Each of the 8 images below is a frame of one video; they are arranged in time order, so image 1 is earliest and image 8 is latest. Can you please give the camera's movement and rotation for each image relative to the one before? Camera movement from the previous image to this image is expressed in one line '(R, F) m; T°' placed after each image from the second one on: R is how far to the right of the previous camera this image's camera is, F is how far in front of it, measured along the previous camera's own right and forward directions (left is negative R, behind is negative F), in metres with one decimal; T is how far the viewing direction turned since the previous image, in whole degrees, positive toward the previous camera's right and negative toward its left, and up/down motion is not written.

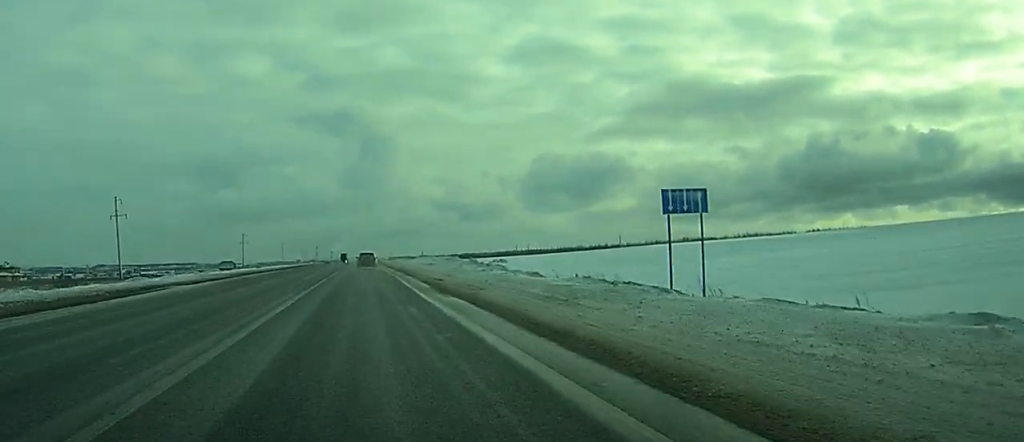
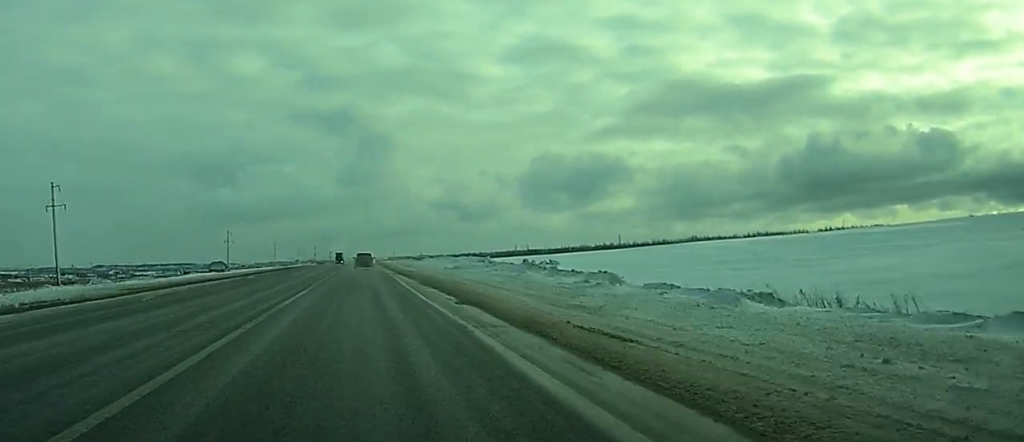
(0.0, +29.4) m; 0°
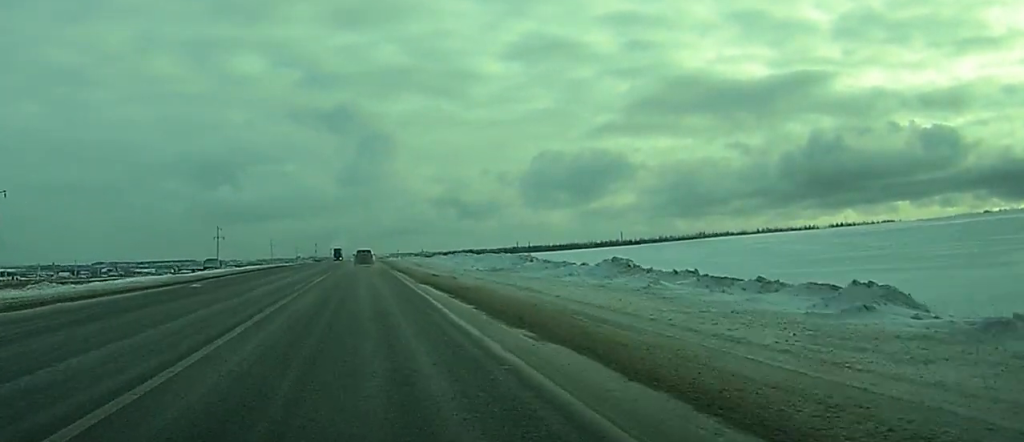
(0.0, +20.3) m; 0°
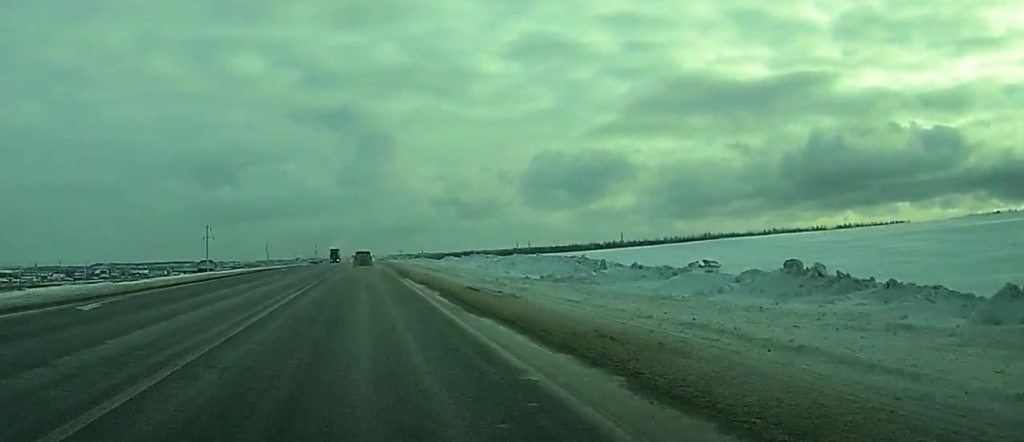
(-0.1, +15.7) m; 0°
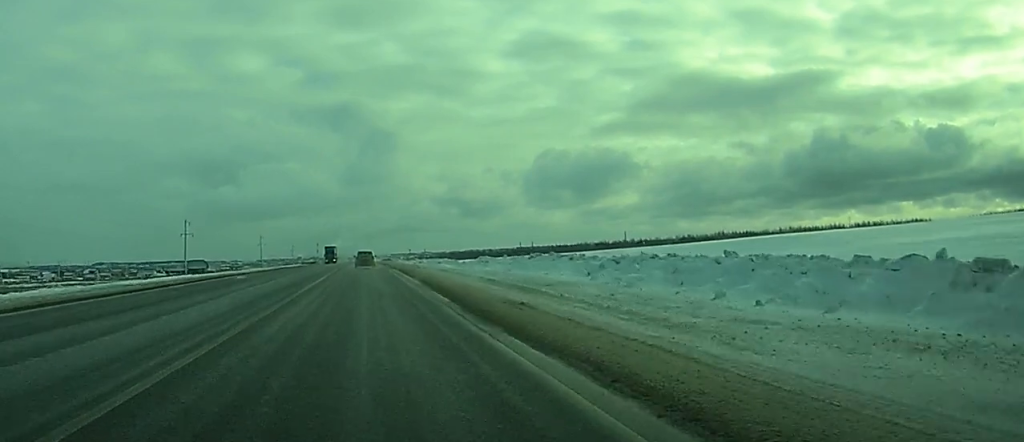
(0.0, +30.6) m; 0°
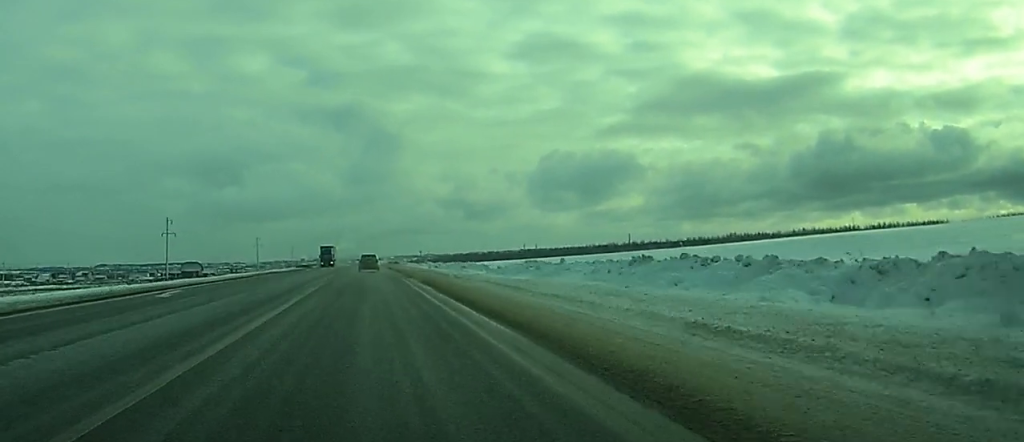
(0.0, +21.4) m; 0°
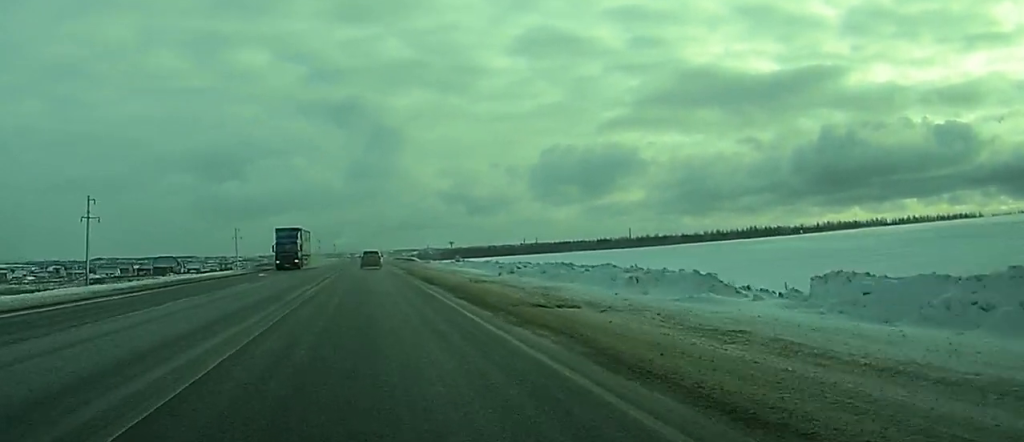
(-0.1, +50.2) m; 0°
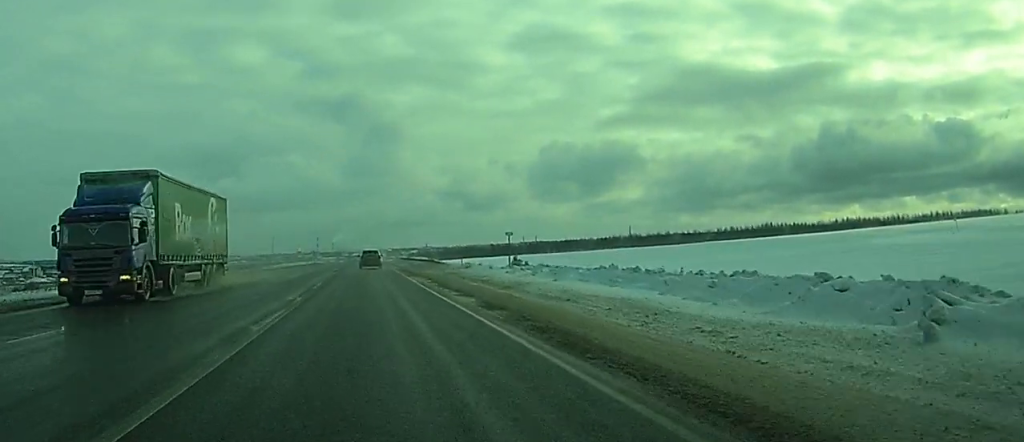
(-0.2, +36.2) m; 0°
